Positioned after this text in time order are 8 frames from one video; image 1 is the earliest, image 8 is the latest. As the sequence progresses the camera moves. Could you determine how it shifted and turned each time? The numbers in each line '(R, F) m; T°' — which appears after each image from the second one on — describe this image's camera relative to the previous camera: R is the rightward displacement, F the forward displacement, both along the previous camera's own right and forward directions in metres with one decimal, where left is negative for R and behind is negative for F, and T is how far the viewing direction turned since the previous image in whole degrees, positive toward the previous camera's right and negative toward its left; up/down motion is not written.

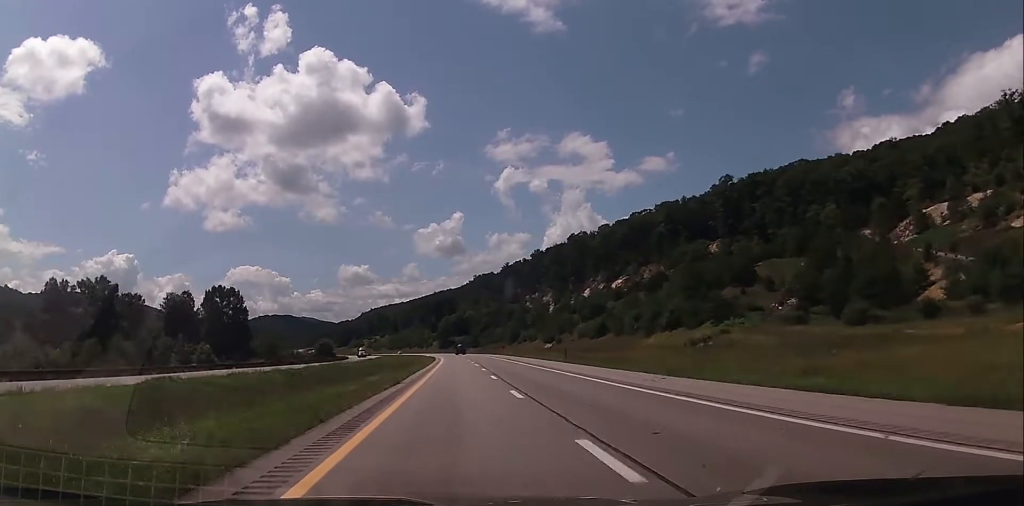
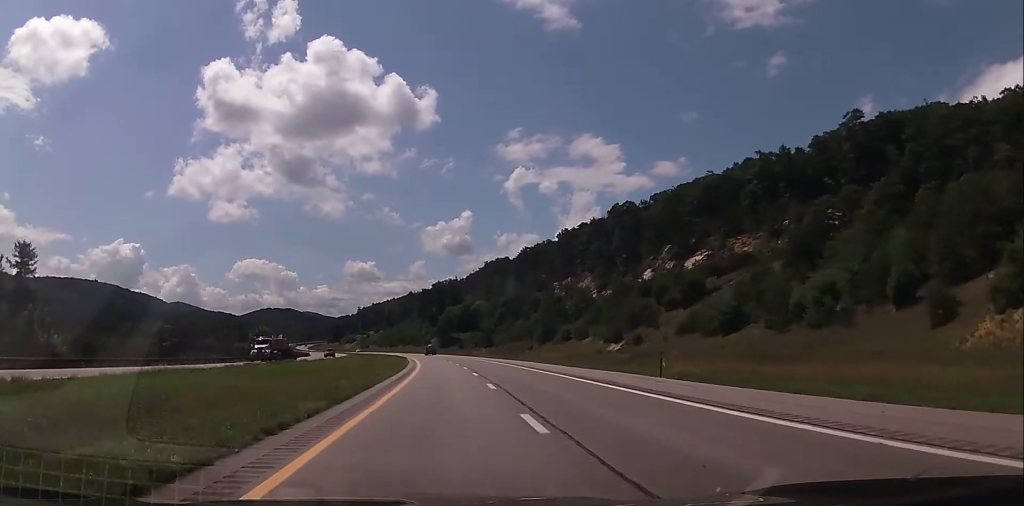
(-0.1, +81.4) m; 0°
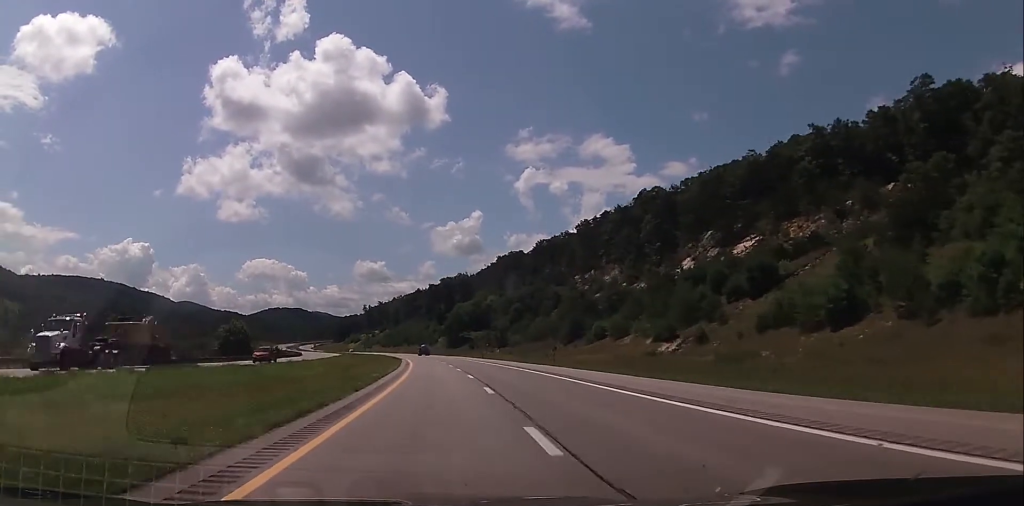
(-0.2, +26.7) m; -1°
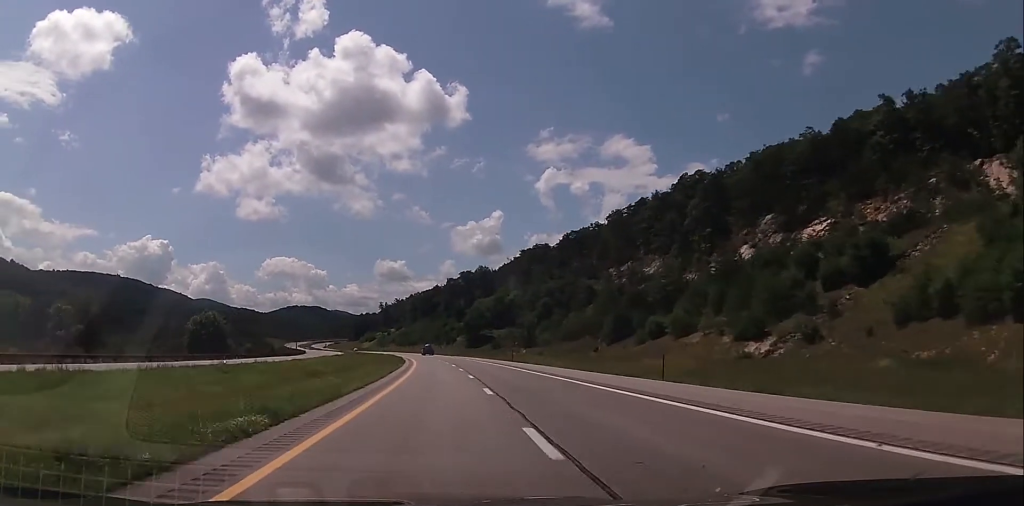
(-0.2, +24.5) m; -1°
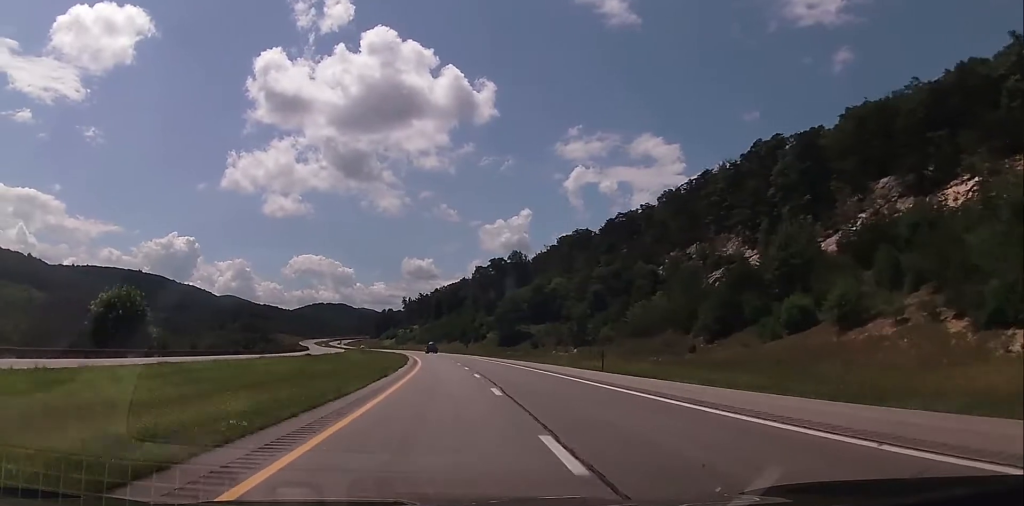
(-0.2, +37.9) m; -2°
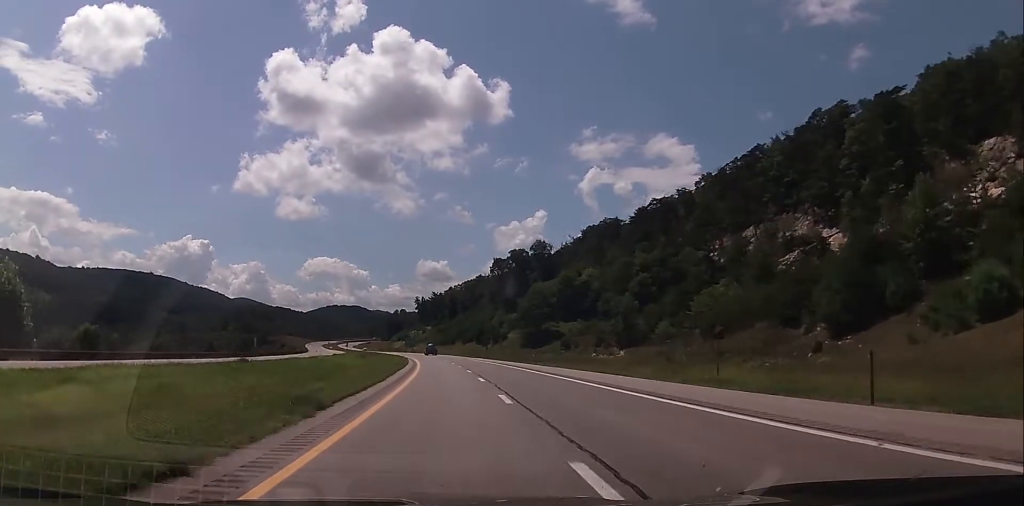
(-0.4, +26.8) m; -2°
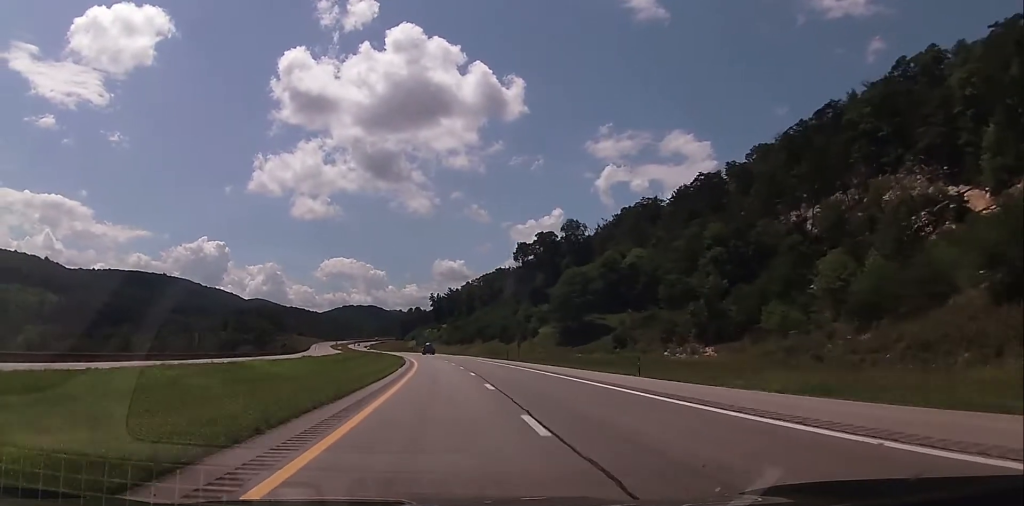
(-0.6, +31.2) m; -2°
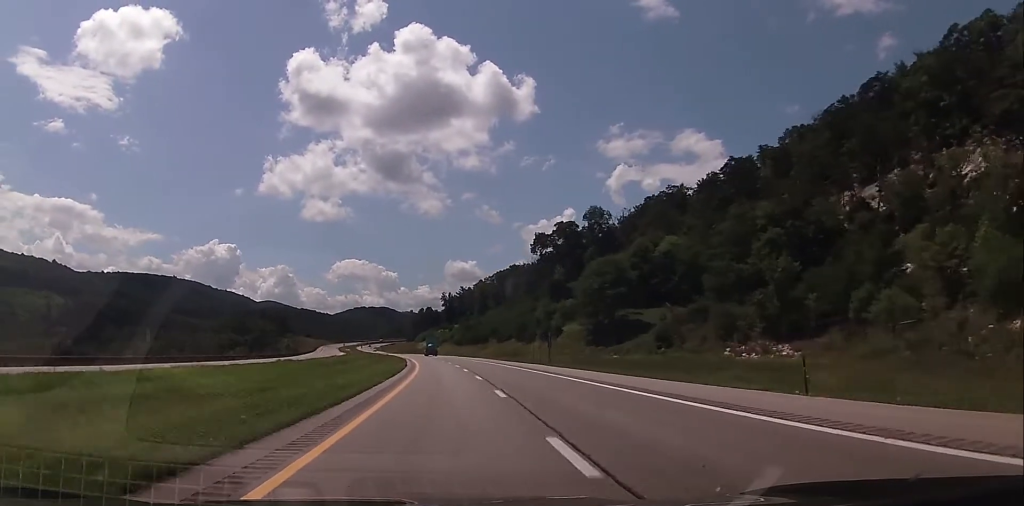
(-0.1, +15.6) m; -1°
